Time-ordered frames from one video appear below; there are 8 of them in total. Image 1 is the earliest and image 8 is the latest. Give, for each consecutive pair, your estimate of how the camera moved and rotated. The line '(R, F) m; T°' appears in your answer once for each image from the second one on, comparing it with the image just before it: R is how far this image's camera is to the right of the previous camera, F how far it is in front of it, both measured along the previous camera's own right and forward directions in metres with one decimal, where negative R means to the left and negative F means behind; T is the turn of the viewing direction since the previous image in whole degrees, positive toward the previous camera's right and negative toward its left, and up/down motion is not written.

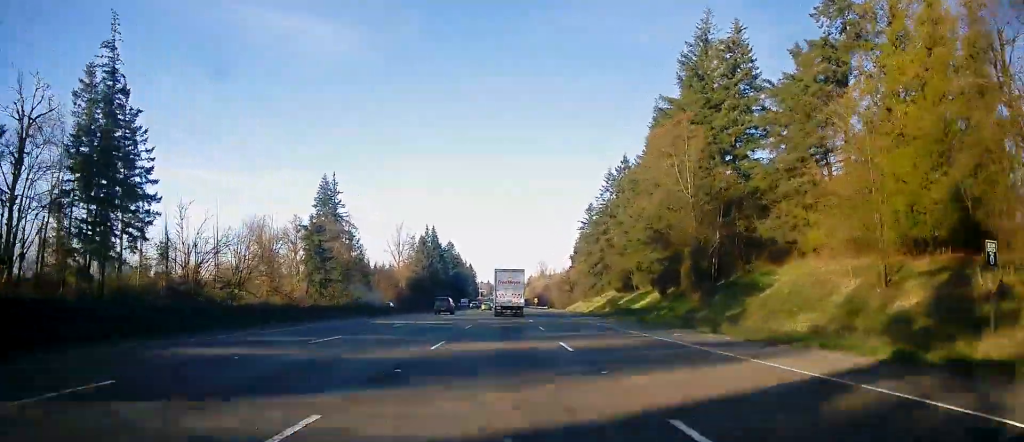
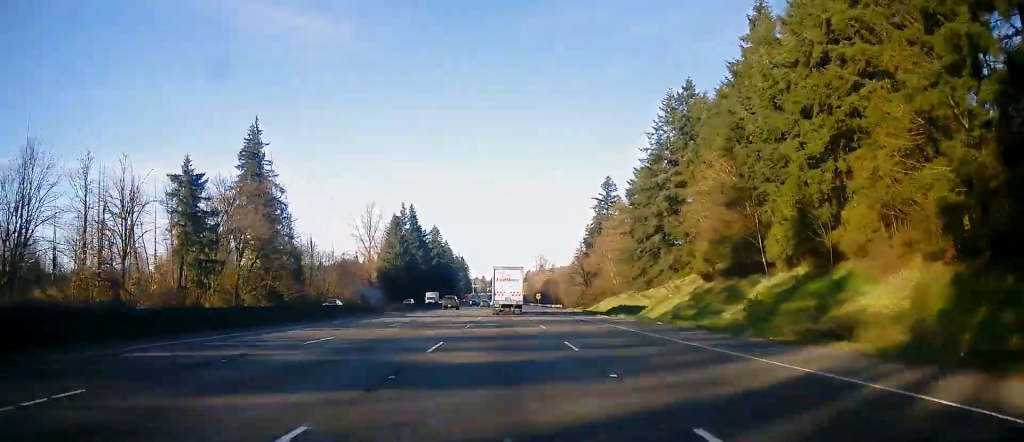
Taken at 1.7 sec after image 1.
(-0.1, +49.5) m; 0°
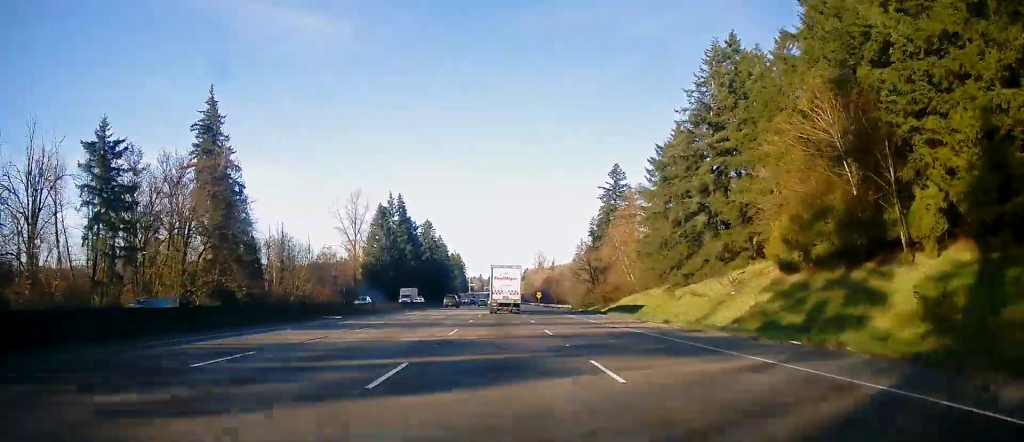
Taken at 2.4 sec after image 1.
(0.0, +18.0) m; 0°
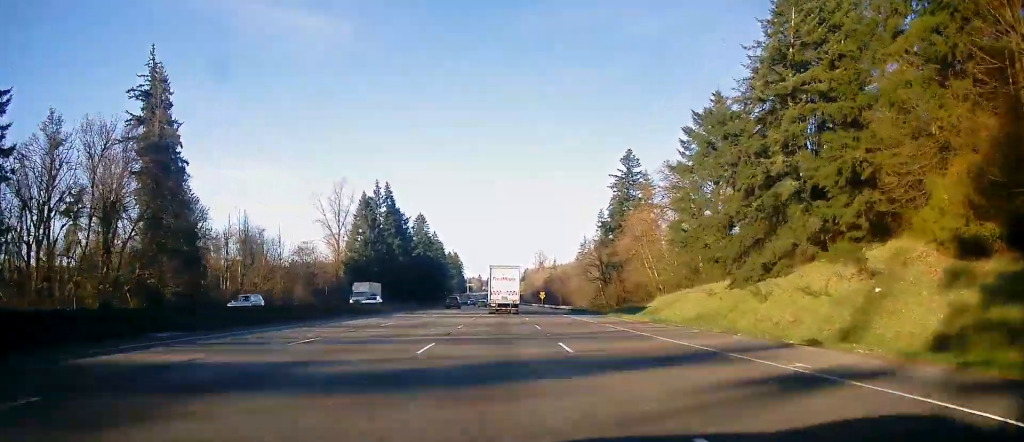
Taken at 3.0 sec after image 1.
(0.0, +19.0) m; 0°
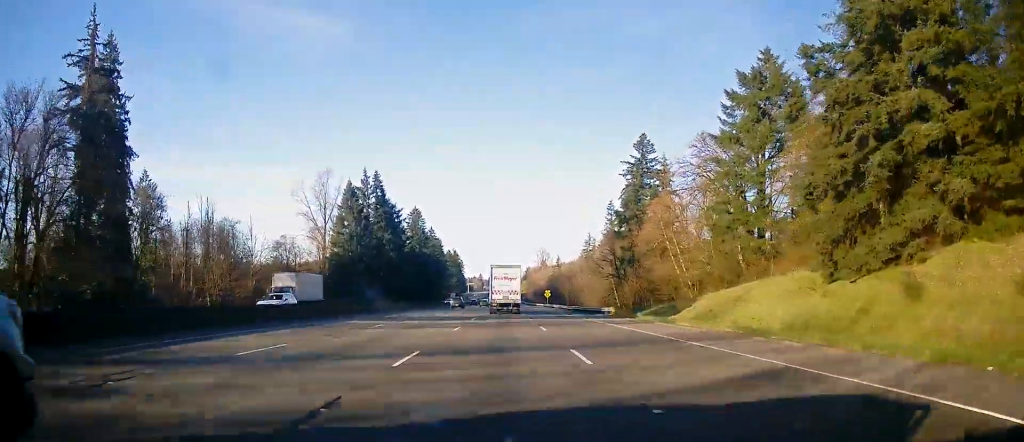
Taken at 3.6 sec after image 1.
(0.0, +15.2) m; 0°
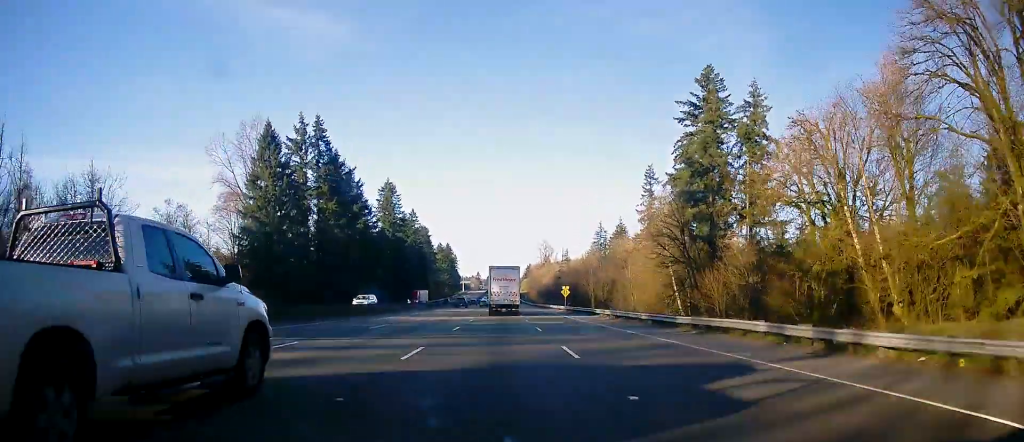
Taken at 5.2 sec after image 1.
(0.0, +47.6) m; 0°
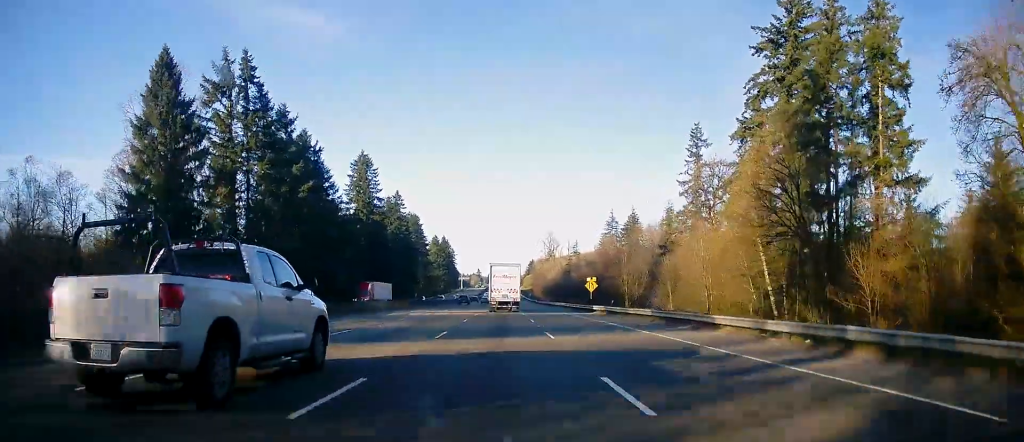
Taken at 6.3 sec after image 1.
(+0.2, +30.7) m; 0°
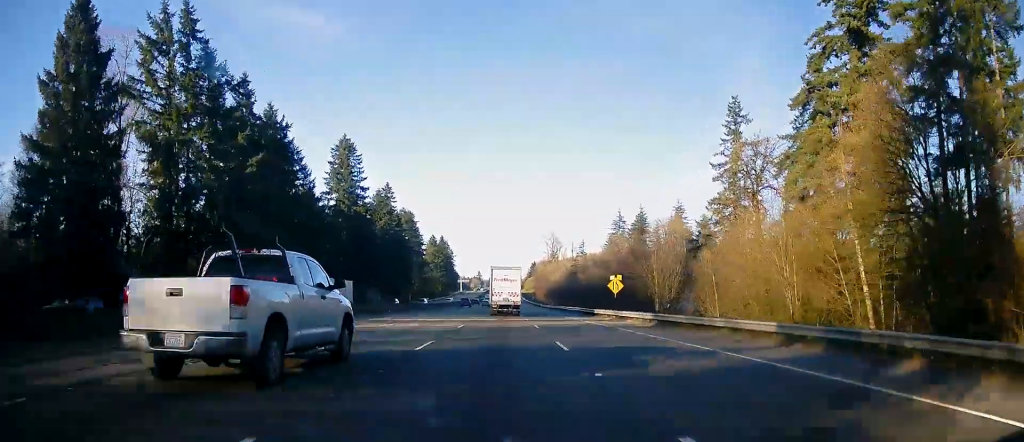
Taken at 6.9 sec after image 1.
(+0.2, +16.3) m; 0°
